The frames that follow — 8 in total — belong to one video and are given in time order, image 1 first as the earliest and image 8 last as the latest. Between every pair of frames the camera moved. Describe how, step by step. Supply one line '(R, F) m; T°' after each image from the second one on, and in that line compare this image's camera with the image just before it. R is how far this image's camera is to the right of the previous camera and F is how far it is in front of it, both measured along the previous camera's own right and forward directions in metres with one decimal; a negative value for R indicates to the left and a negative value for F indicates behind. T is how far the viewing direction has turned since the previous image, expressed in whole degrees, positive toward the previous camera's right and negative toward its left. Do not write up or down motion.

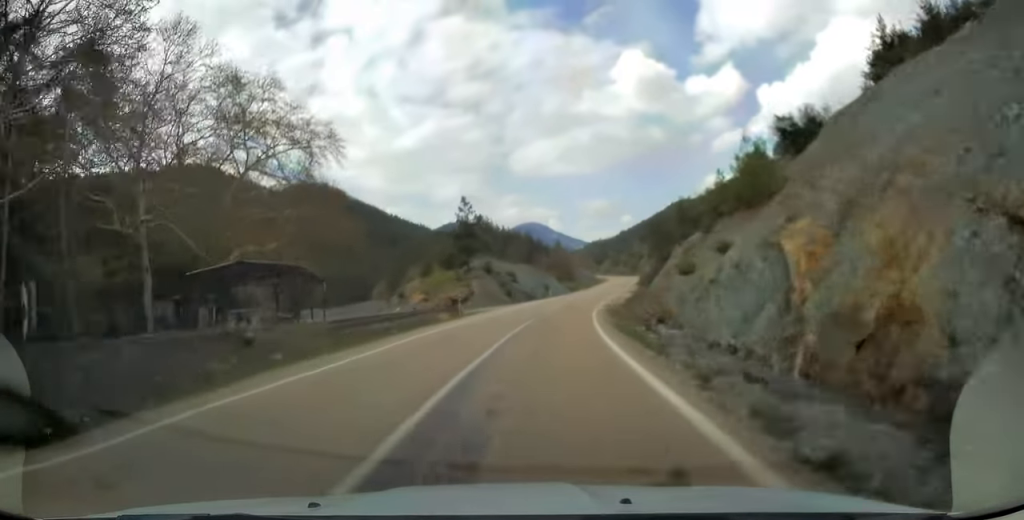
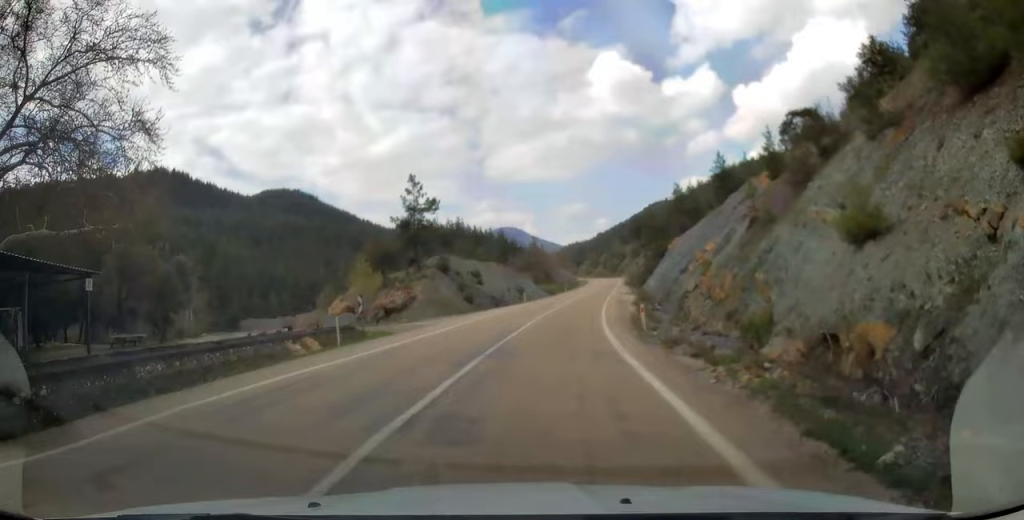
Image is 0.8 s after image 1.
(+0.2, +20.4) m; +2°
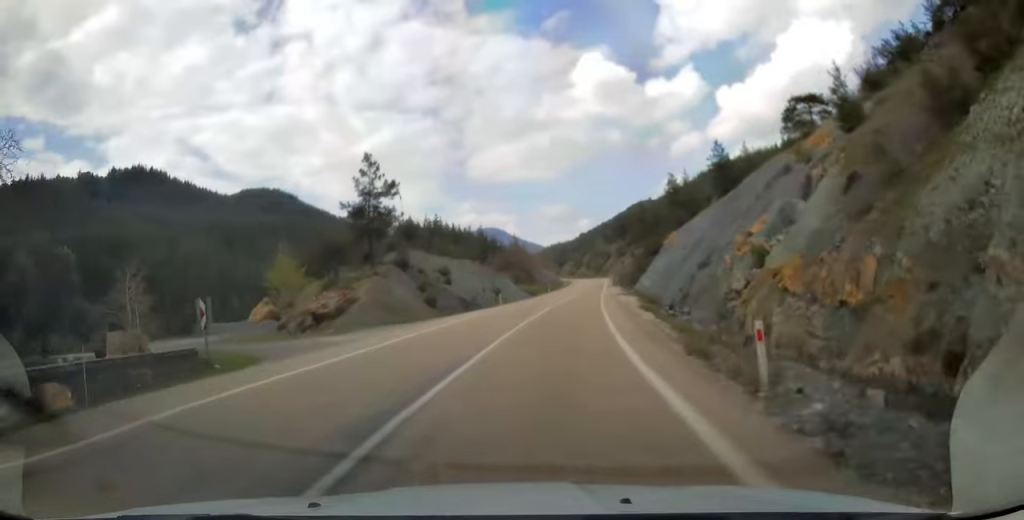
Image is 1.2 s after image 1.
(+0.2, +11.6) m; +1°
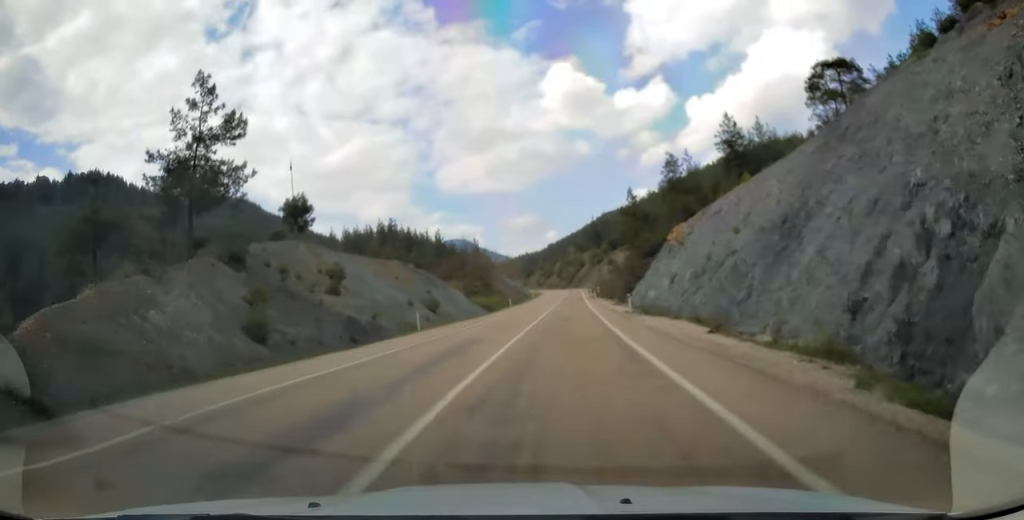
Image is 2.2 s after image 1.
(+0.9, +26.6) m; +3°
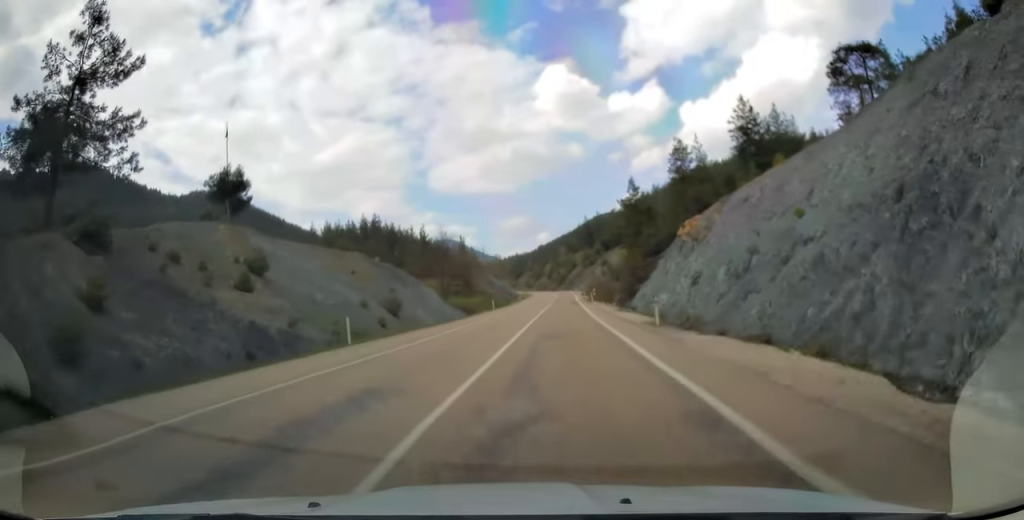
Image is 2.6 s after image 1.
(+0.2, +10.6) m; +1°
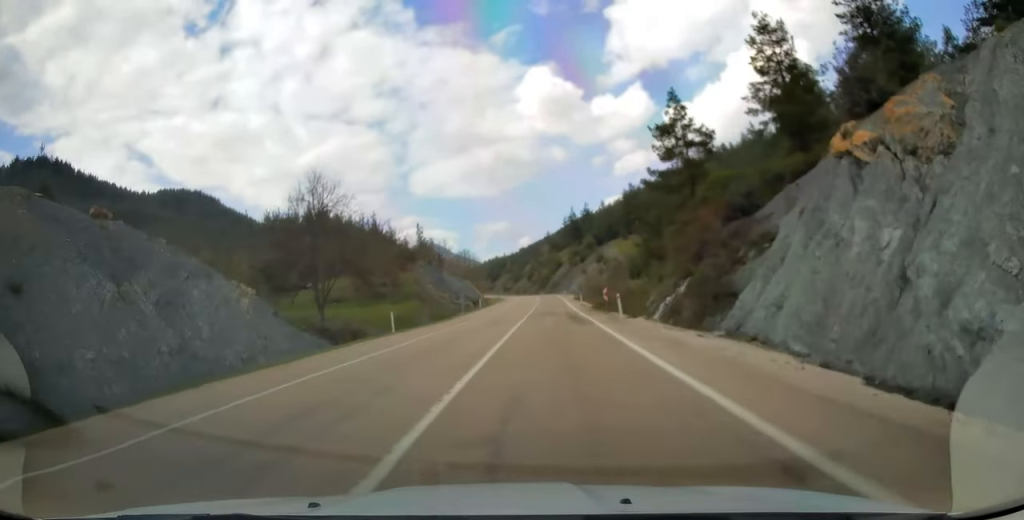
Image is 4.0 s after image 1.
(+1.1, +38.3) m; +2°
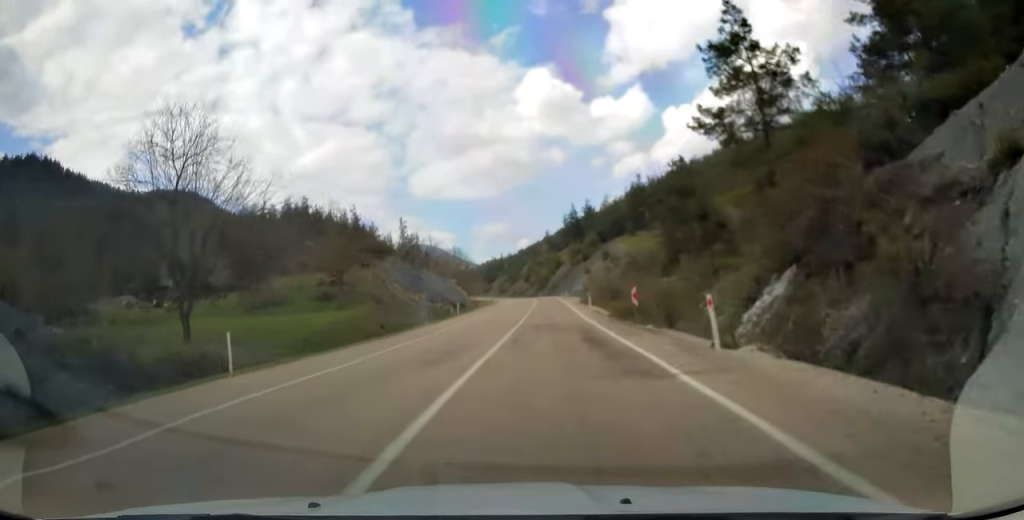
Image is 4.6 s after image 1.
(+0.1, +16.2) m; 0°
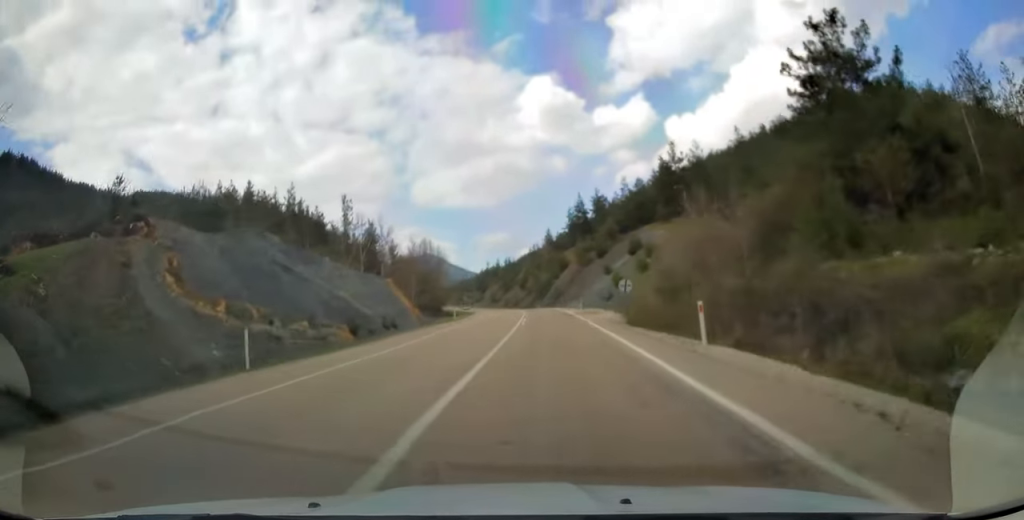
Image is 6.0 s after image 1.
(0.0, +37.5) m; 0°
